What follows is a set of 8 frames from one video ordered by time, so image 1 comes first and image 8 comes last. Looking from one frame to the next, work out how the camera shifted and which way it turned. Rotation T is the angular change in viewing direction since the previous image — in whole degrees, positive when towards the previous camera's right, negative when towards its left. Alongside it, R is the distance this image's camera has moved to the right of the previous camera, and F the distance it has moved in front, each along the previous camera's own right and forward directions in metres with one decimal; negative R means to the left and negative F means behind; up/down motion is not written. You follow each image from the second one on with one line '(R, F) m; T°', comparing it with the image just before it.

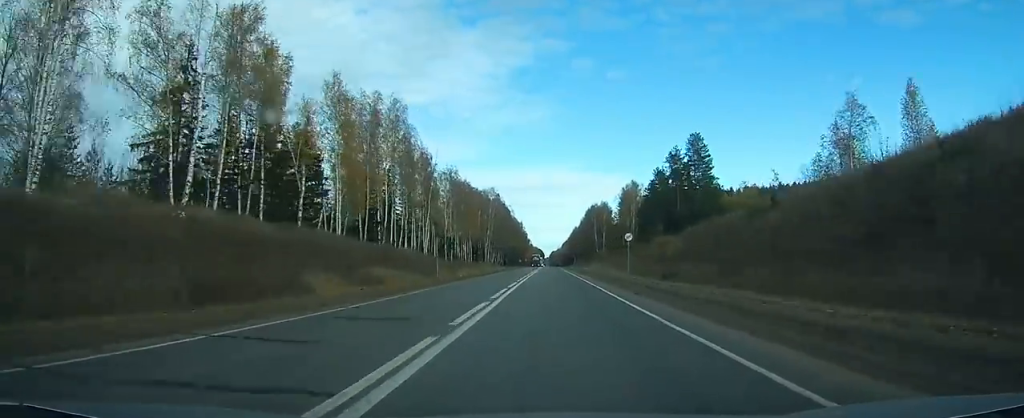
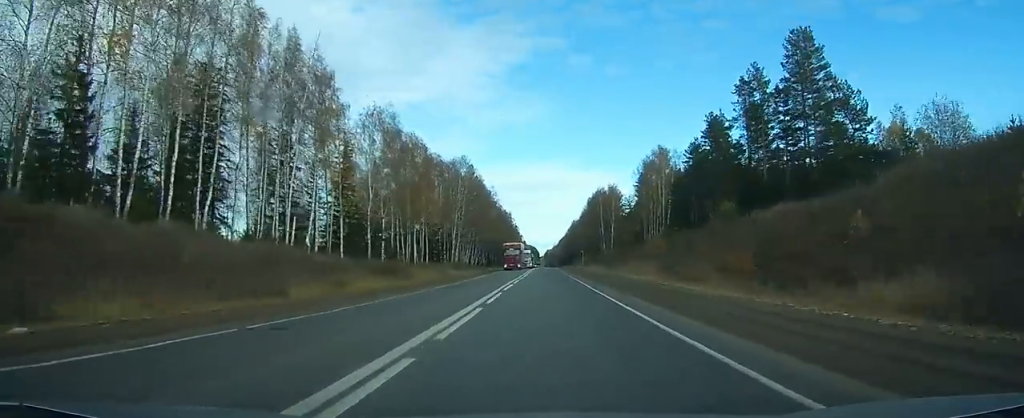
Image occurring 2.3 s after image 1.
(0.0, +55.3) m; 0°
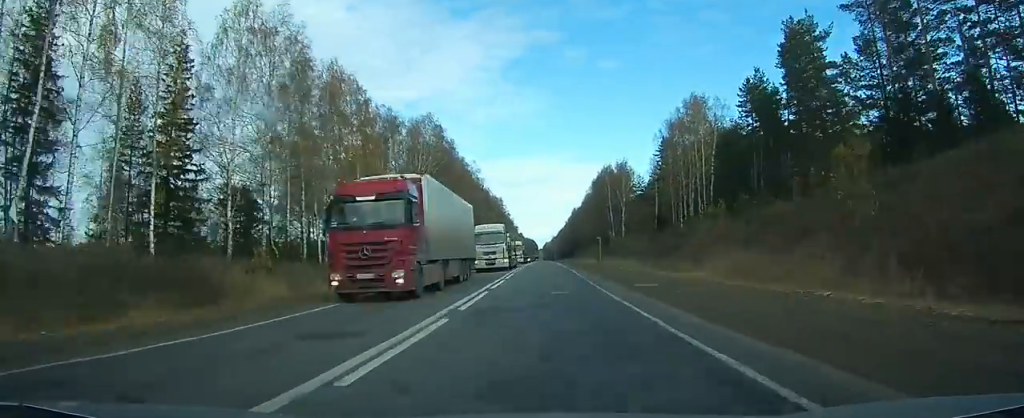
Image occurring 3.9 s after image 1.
(-0.1, +36.1) m; 0°
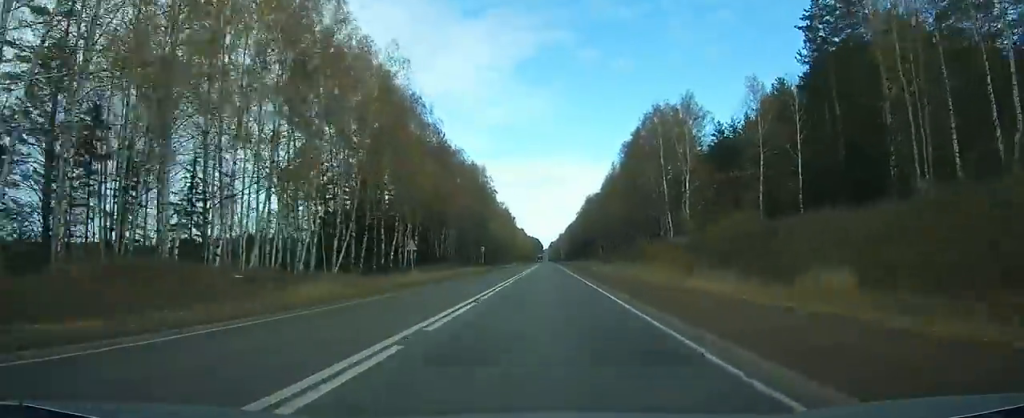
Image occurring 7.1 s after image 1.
(+0.1, +76.3) m; 0°
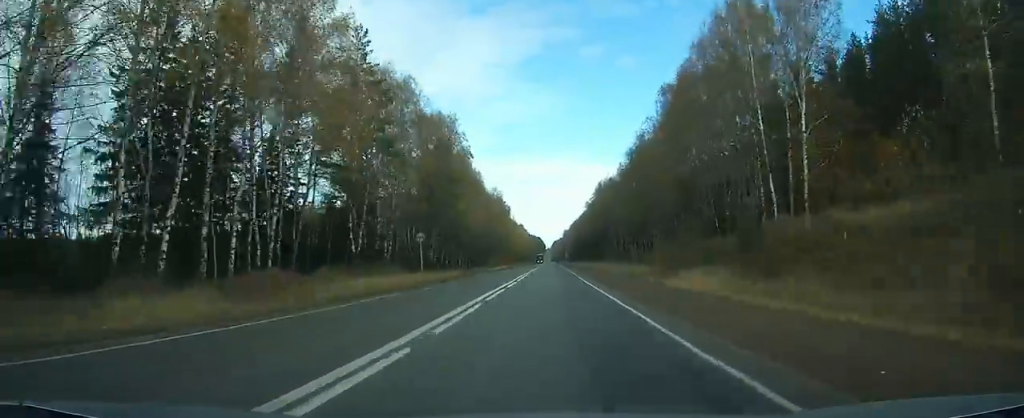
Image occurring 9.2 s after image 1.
(0.0, +47.9) m; 0°
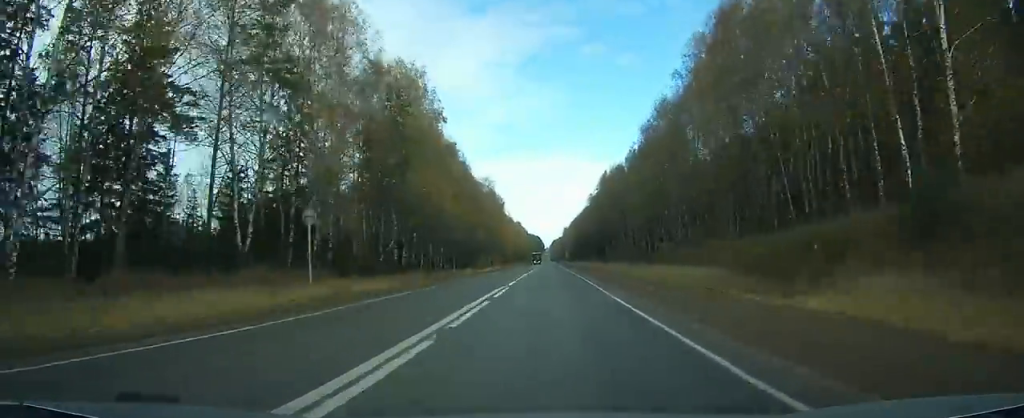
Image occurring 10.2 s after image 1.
(+0.1, +23.1) m; 0°
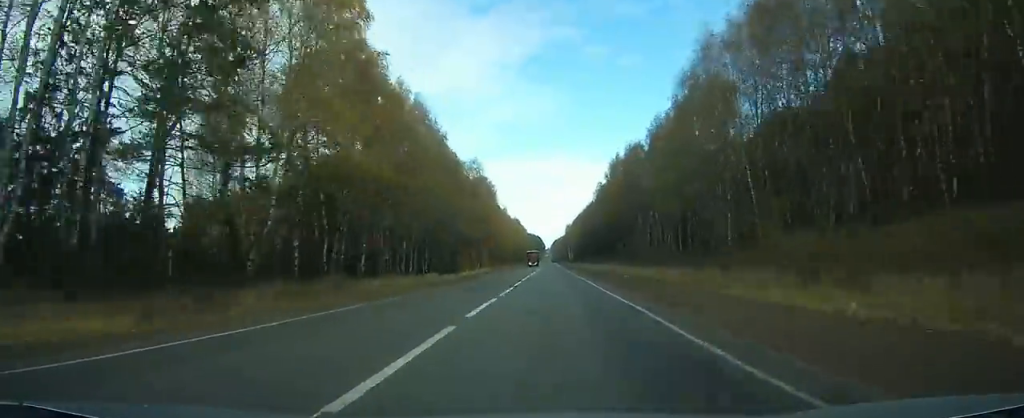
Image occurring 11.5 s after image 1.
(0.0, +30.9) m; 0°
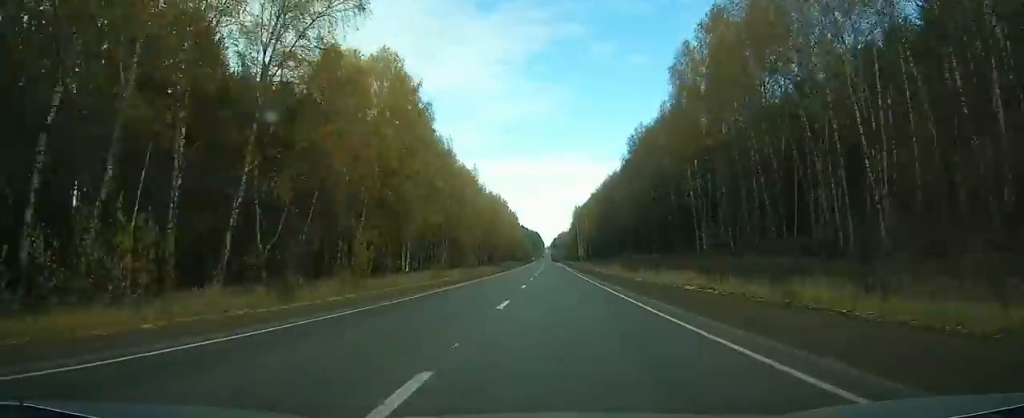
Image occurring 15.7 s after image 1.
(-0.6, +96.7) m; 0°
